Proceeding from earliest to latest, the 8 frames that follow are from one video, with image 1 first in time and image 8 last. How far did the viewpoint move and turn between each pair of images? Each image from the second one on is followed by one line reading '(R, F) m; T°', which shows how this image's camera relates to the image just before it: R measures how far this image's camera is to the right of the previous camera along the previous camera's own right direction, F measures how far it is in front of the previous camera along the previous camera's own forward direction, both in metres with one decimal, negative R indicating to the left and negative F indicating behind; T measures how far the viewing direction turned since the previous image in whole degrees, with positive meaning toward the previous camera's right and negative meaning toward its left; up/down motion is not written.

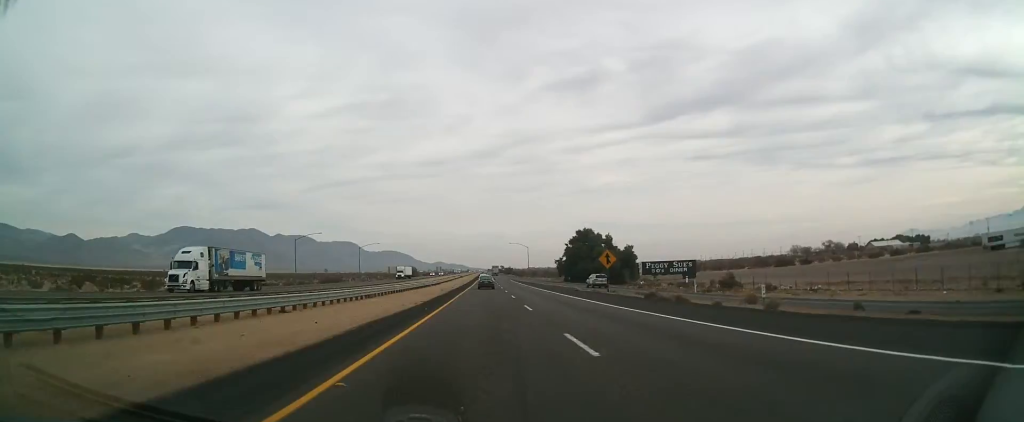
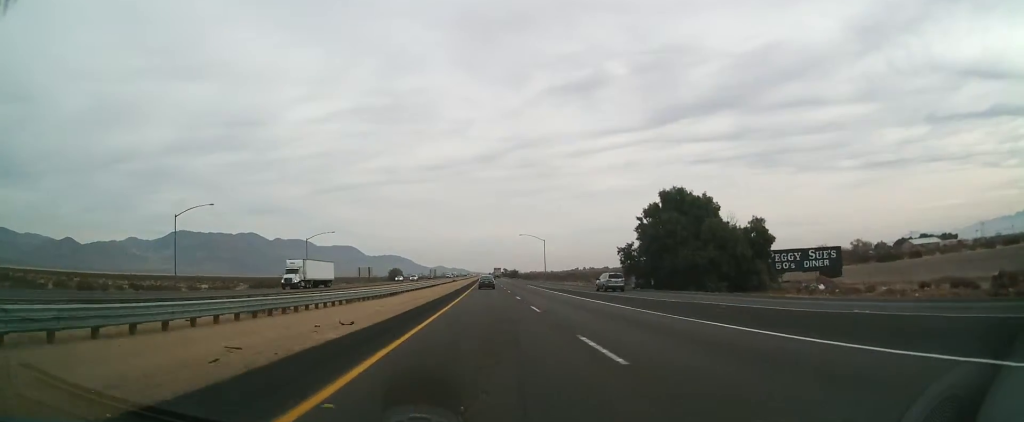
(-0.4, +59.0) m; 0°
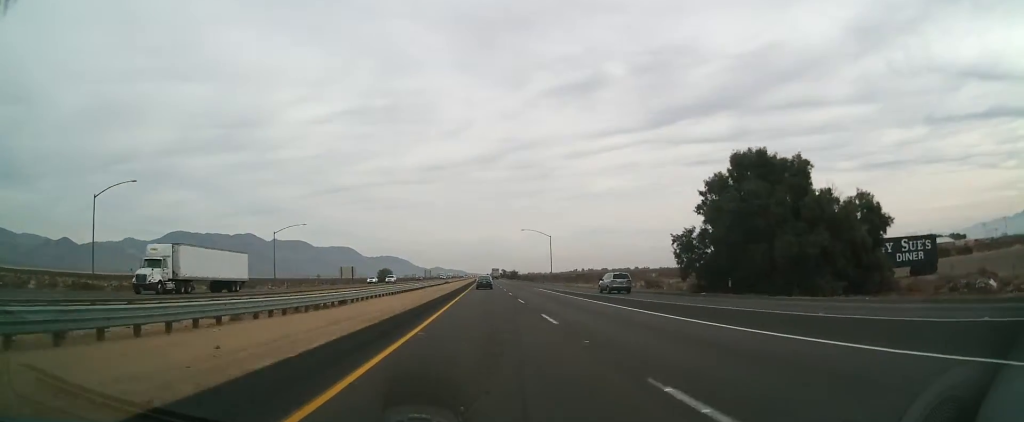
(+0.2, +20.4) m; 0°
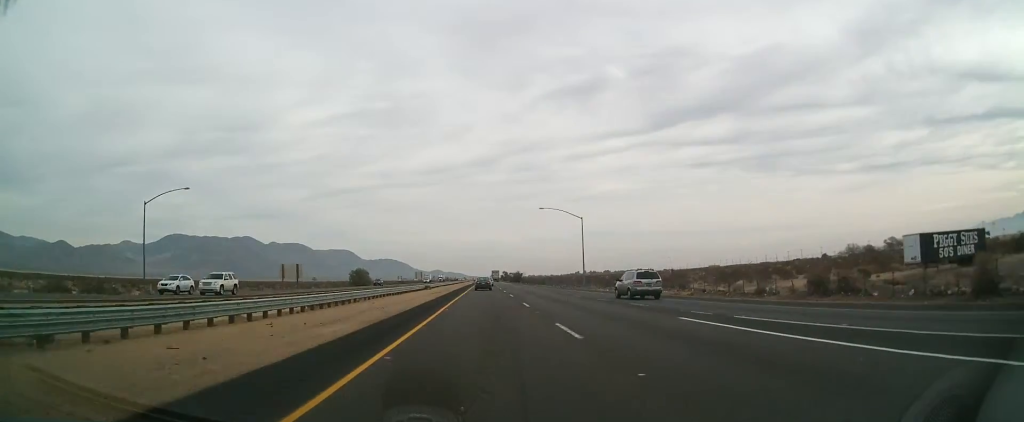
(0.0, +48.0) m; 0°
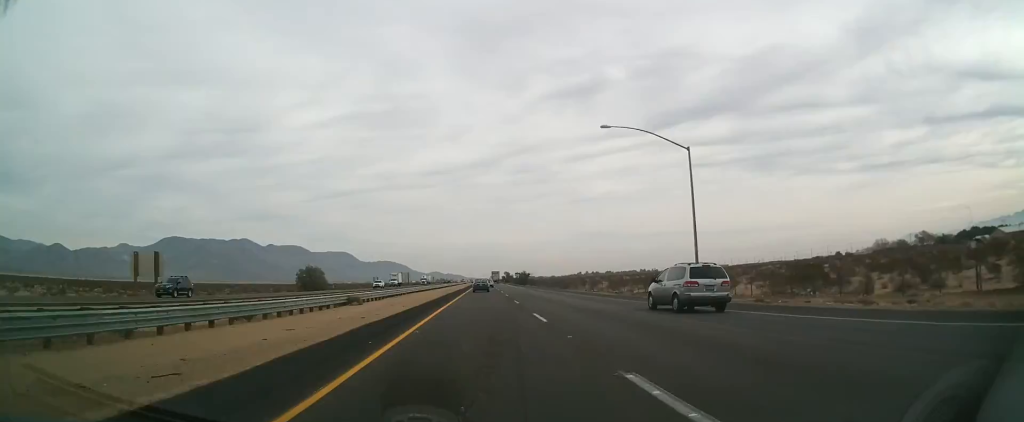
(+0.1, +52.8) m; 0°
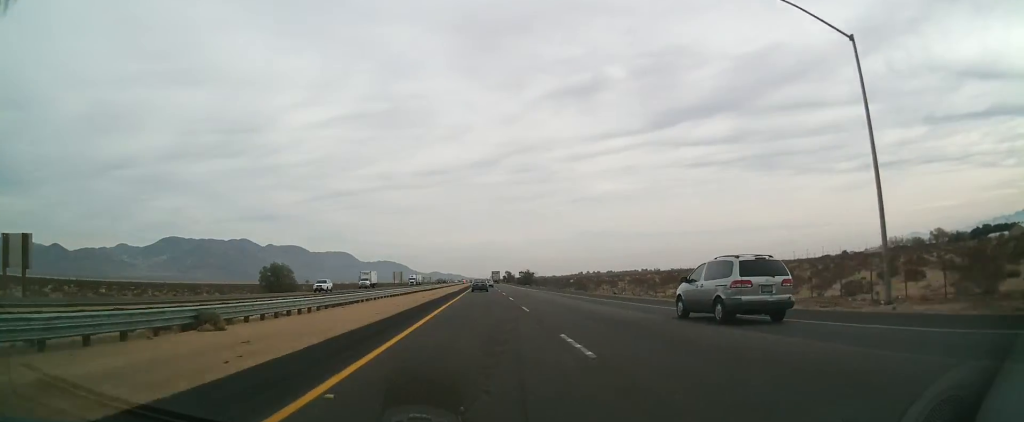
(0.0, +23.0) m; 0°
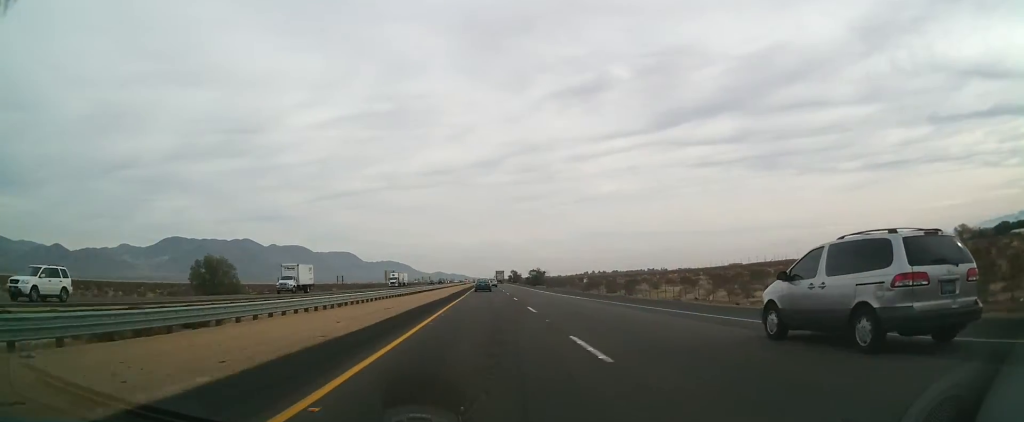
(0.0, +29.9) m; 0°
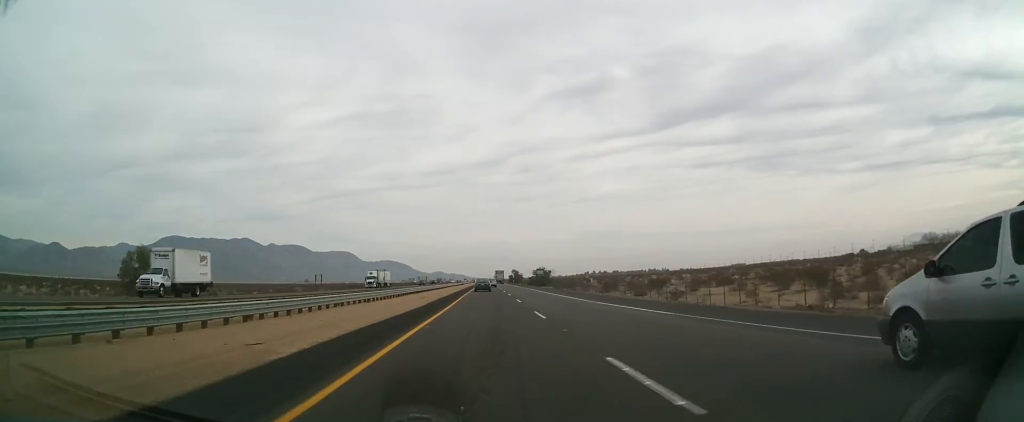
(0.0, +18.4) m; 0°
